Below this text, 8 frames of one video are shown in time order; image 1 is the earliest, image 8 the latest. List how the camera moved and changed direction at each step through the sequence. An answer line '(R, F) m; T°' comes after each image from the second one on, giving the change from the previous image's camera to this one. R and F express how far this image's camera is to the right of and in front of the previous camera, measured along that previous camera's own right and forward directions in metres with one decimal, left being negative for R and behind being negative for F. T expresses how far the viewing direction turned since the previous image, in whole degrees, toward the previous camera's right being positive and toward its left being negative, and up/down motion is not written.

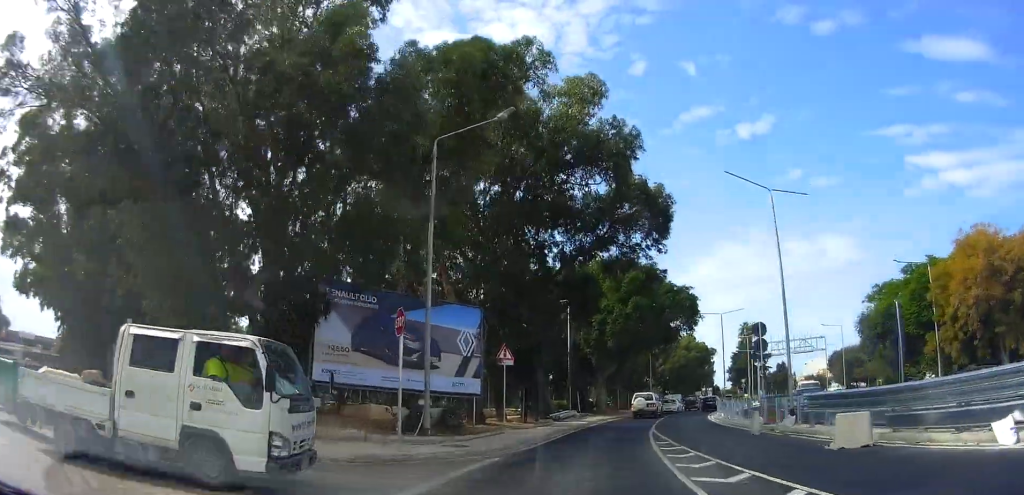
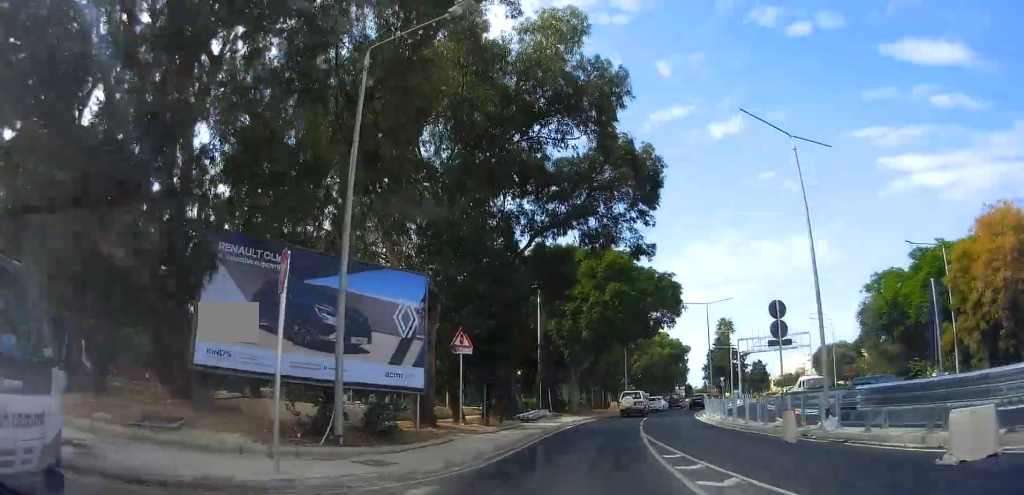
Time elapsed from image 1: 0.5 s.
(-0.4, +4.1) m; 0°
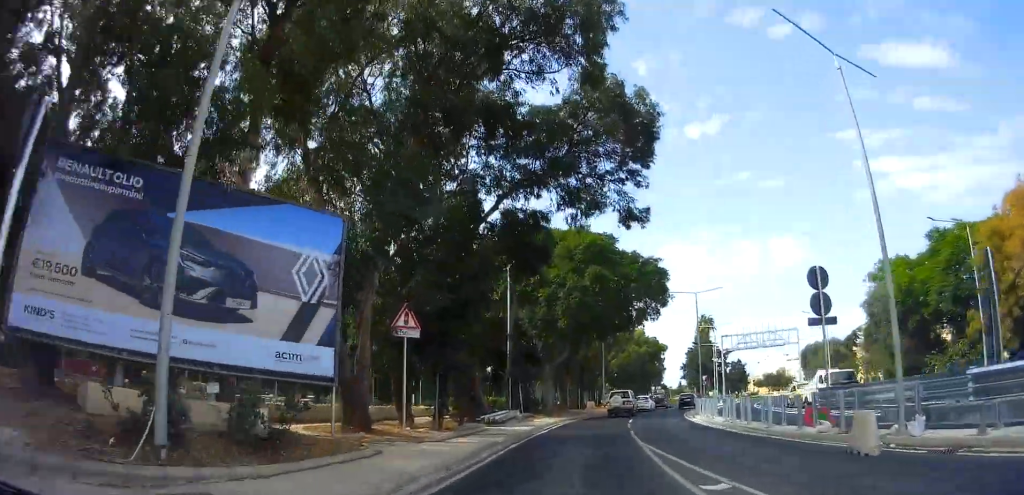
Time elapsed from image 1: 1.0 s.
(+0.1, +3.9) m; +2°
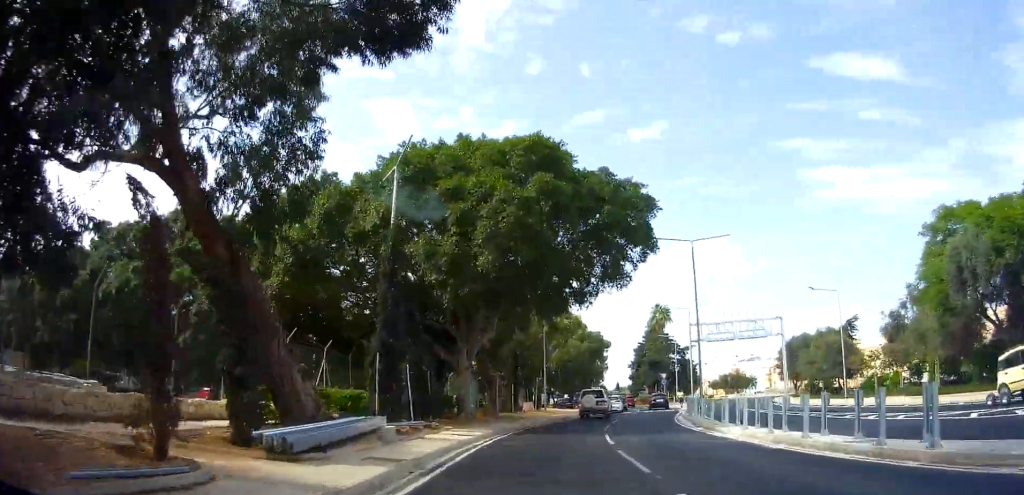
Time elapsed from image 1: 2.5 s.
(+0.9, +11.2) m; +10°
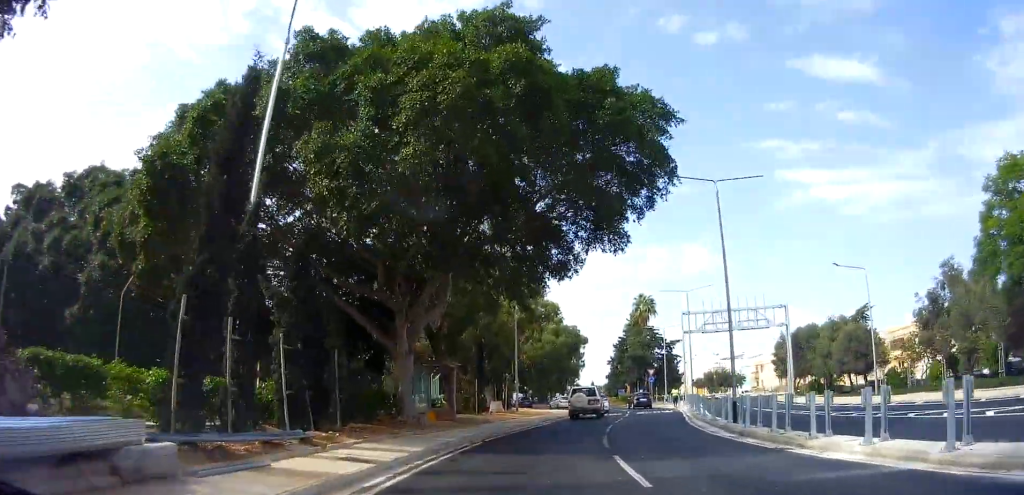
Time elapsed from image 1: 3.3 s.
(+0.5, +6.3) m; +3°
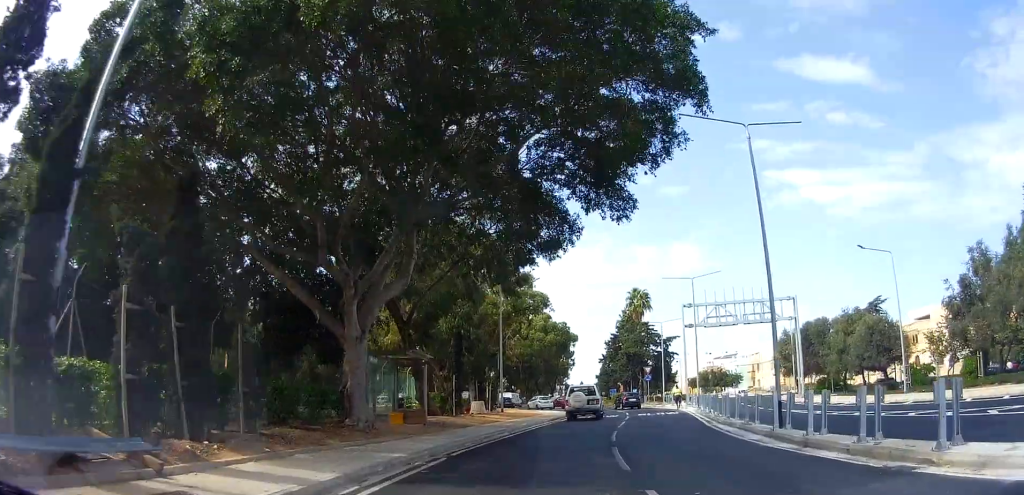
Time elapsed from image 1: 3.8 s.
(+0.2, +3.8) m; +1°
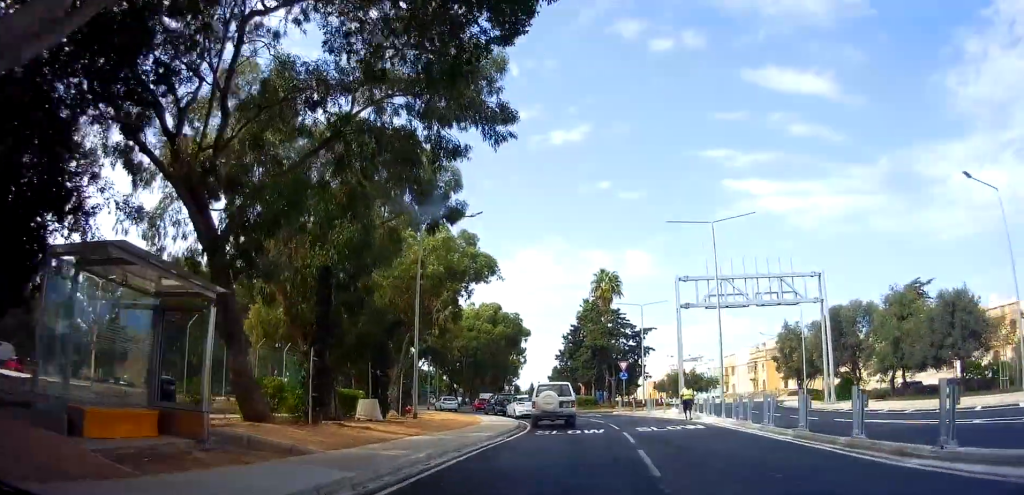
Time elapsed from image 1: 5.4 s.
(-0.1, +11.9) m; +5°
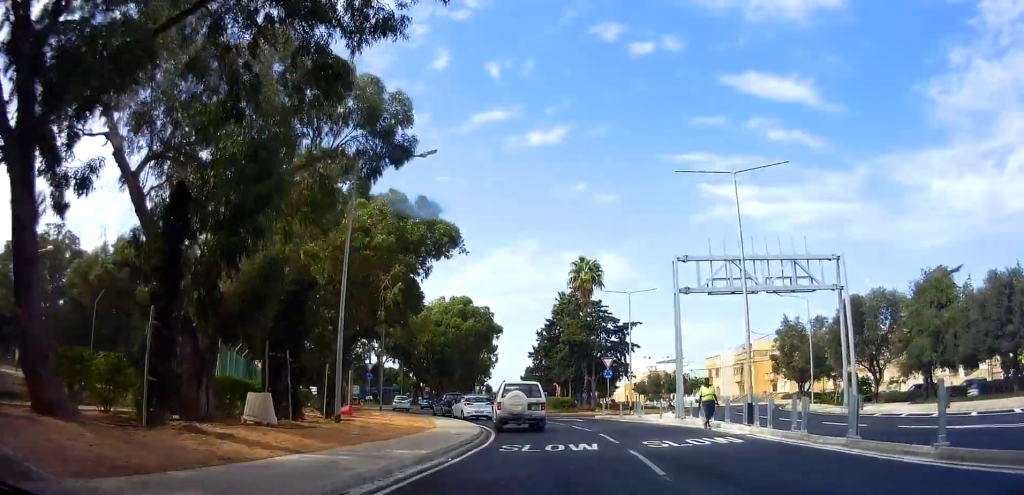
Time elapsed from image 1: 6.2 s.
(+0.2, +5.4) m; +5°
